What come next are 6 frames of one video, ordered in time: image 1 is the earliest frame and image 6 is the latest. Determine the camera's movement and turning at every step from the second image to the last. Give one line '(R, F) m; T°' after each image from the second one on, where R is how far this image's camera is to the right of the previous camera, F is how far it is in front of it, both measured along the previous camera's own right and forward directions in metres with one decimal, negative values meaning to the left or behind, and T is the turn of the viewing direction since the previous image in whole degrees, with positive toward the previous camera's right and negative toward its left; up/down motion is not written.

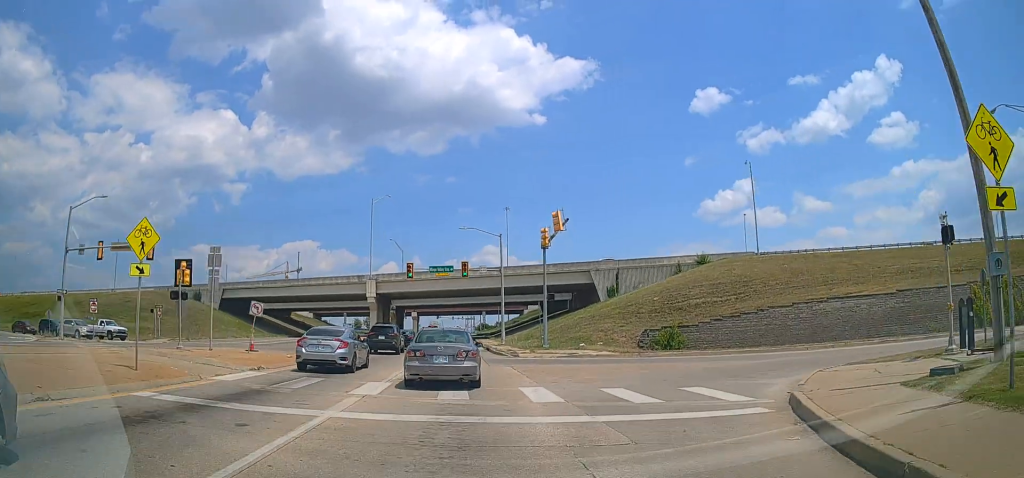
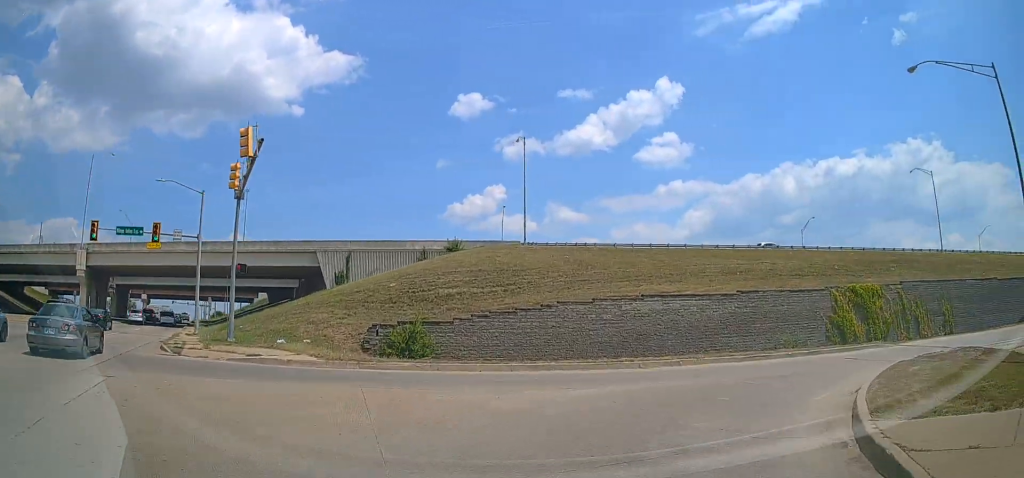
(+0.9, +11.5) m; +19°
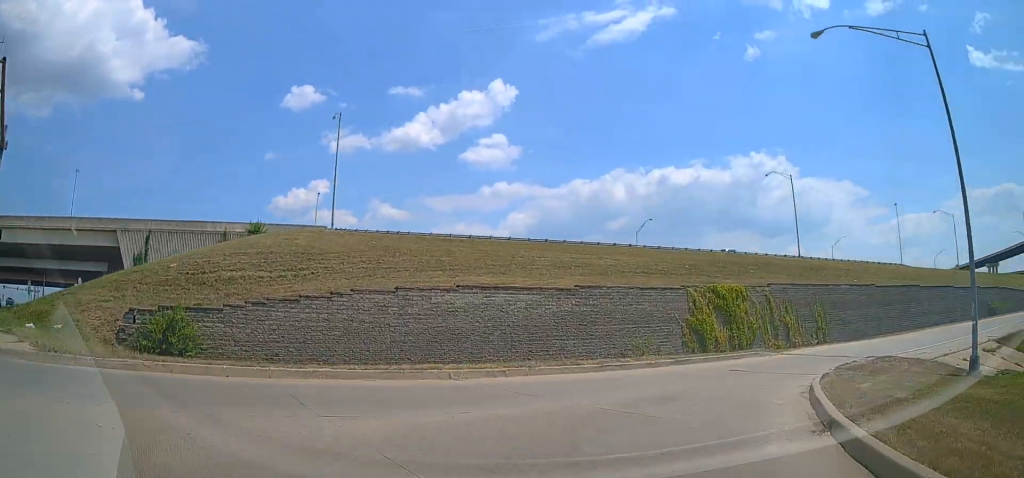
(+1.1, +5.0) m; +20°
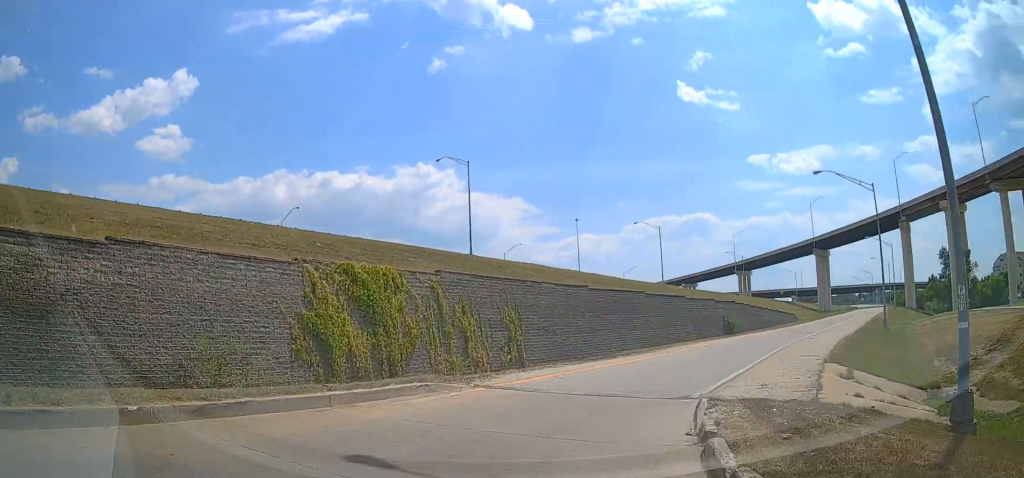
(+4.0, +10.7) m; +29°
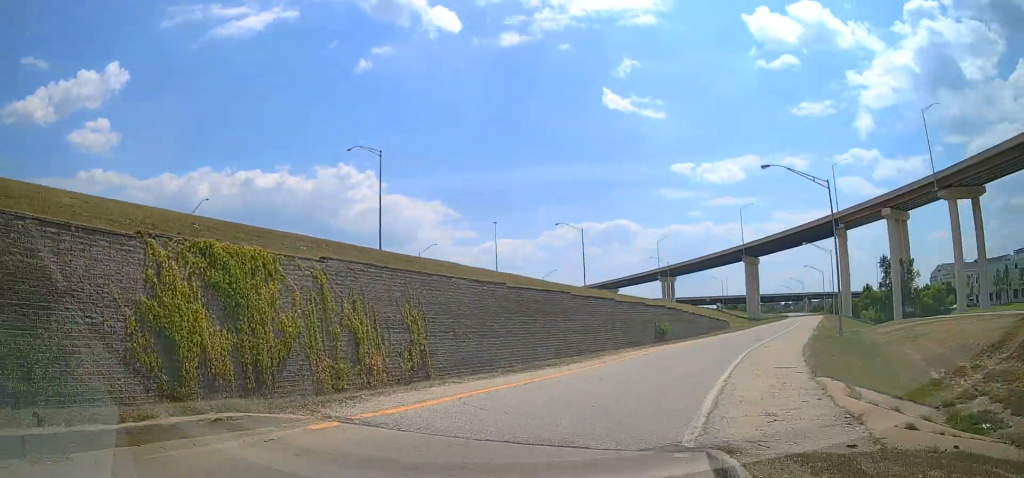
(+0.2, +4.6) m; +6°
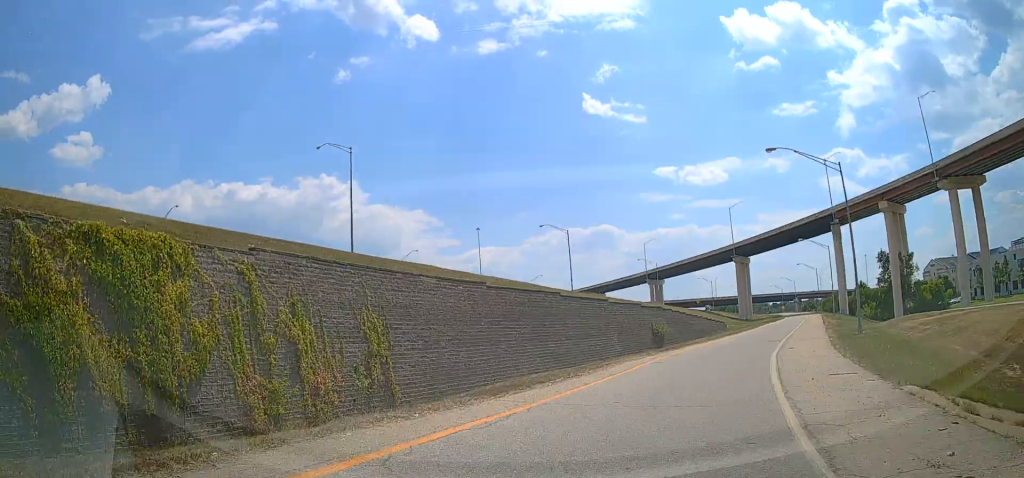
(-0.2, +4.5) m; +5°
